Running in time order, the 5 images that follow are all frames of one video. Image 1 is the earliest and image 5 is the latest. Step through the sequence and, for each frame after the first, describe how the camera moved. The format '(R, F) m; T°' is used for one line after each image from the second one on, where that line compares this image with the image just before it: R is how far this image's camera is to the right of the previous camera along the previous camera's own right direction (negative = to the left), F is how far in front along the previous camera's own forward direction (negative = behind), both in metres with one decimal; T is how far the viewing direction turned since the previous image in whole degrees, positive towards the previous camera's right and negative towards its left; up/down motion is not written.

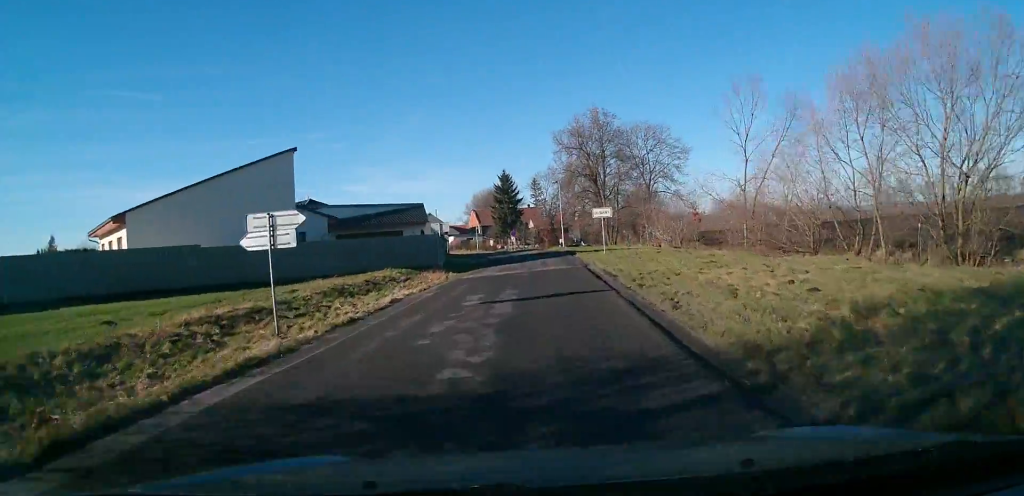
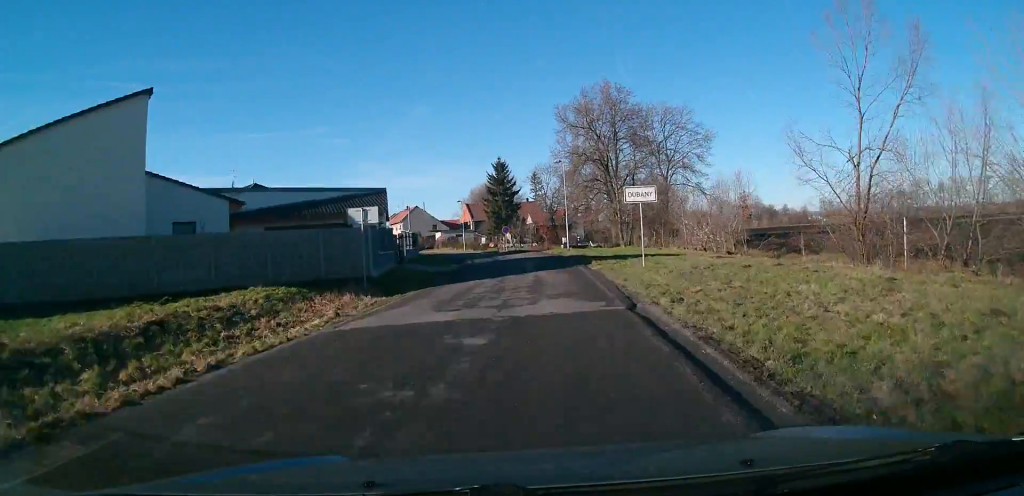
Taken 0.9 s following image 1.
(-0.1, +13.8) m; -1°
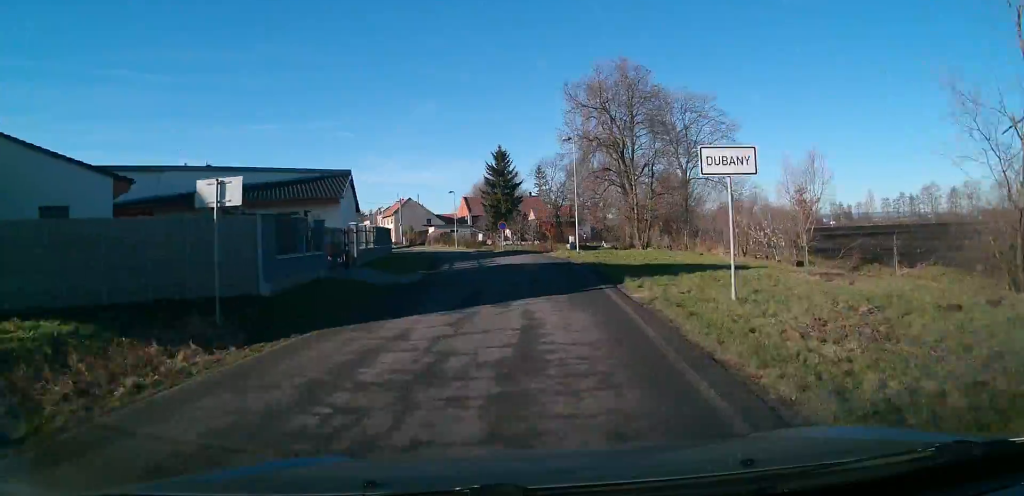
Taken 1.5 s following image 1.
(+0.1, +9.3) m; -1°
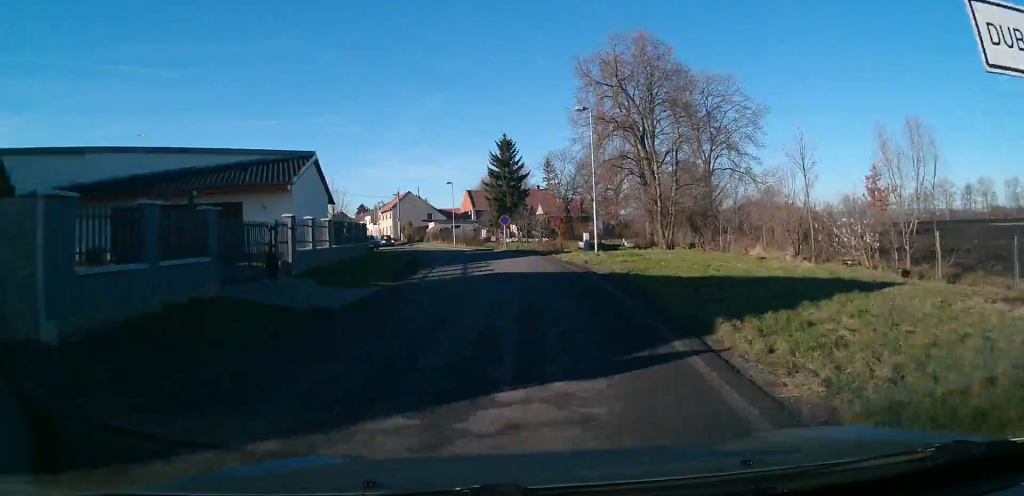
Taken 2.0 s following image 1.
(-0.2, +7.1) m; -2°
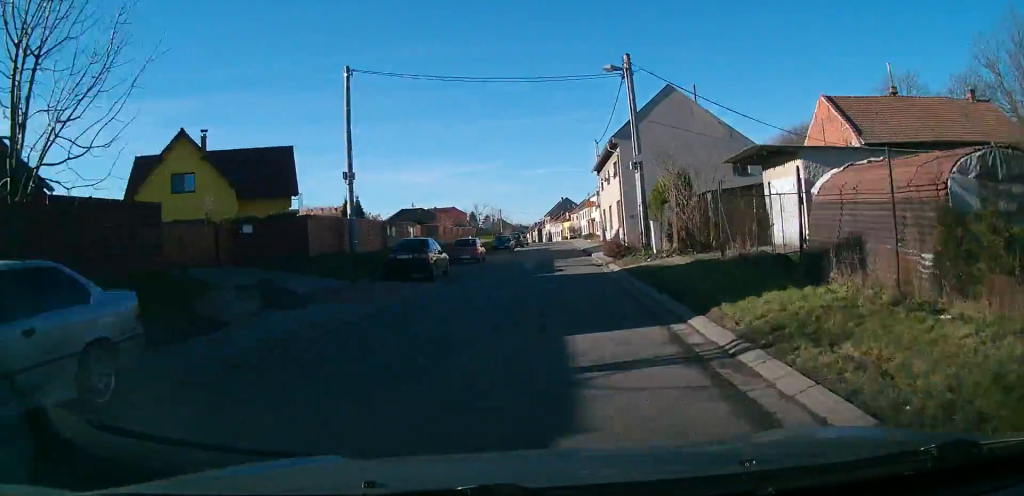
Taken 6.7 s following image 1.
(-14.1, +69.1) m; -21°
